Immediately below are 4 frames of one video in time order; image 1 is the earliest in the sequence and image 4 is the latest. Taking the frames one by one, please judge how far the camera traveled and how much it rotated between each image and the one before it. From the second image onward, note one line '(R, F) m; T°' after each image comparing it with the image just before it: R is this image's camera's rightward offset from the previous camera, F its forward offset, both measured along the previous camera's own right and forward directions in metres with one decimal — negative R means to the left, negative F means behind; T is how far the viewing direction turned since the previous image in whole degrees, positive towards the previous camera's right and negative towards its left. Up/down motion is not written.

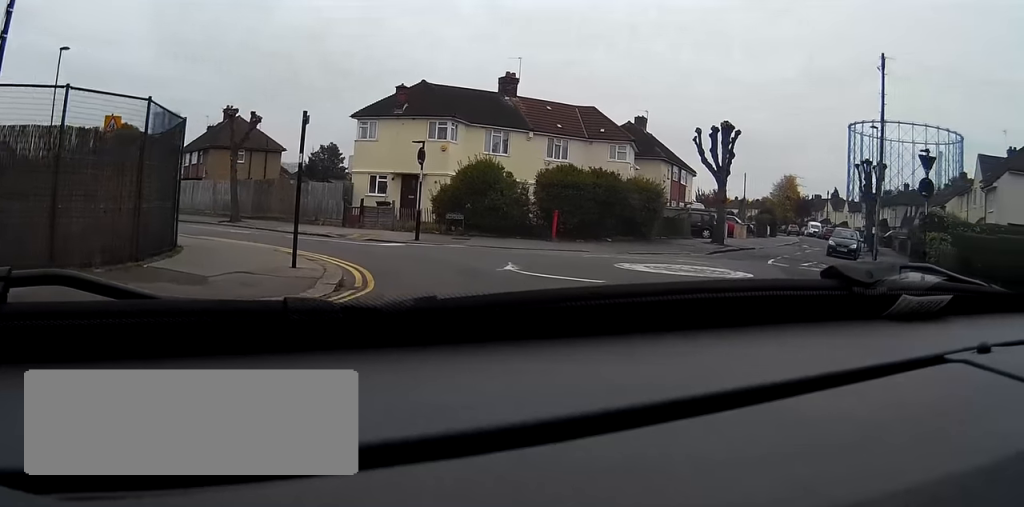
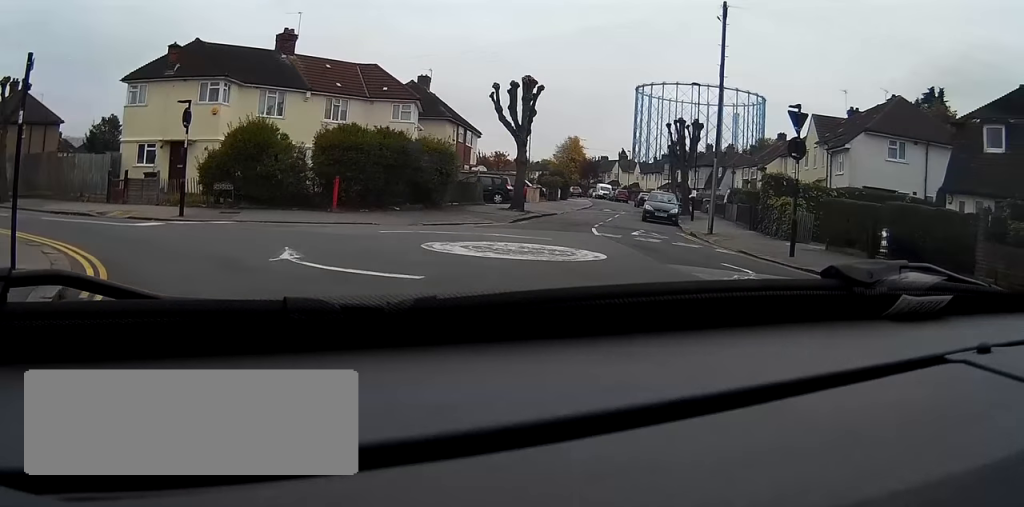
(+0.6, +3.5) m; +17°
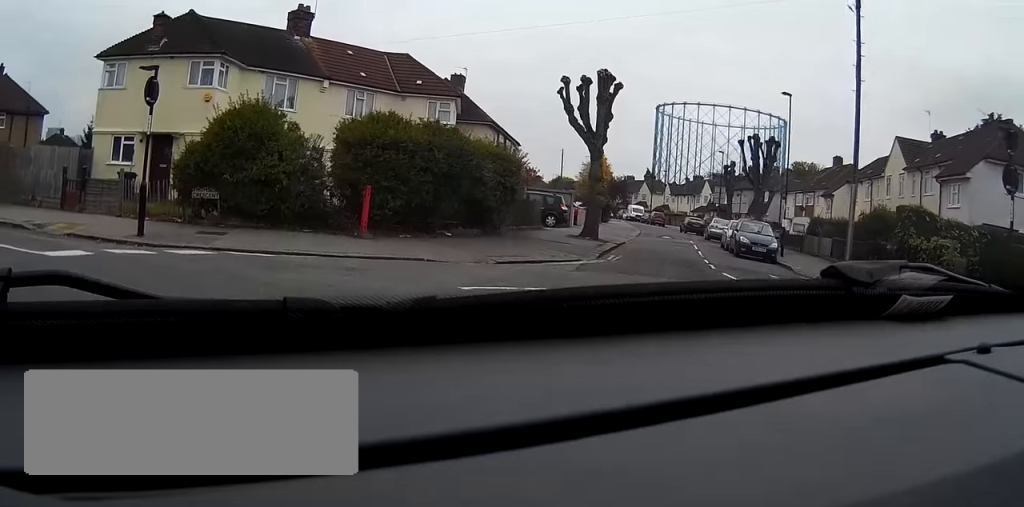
(+0.6, +6.9) m; -6°
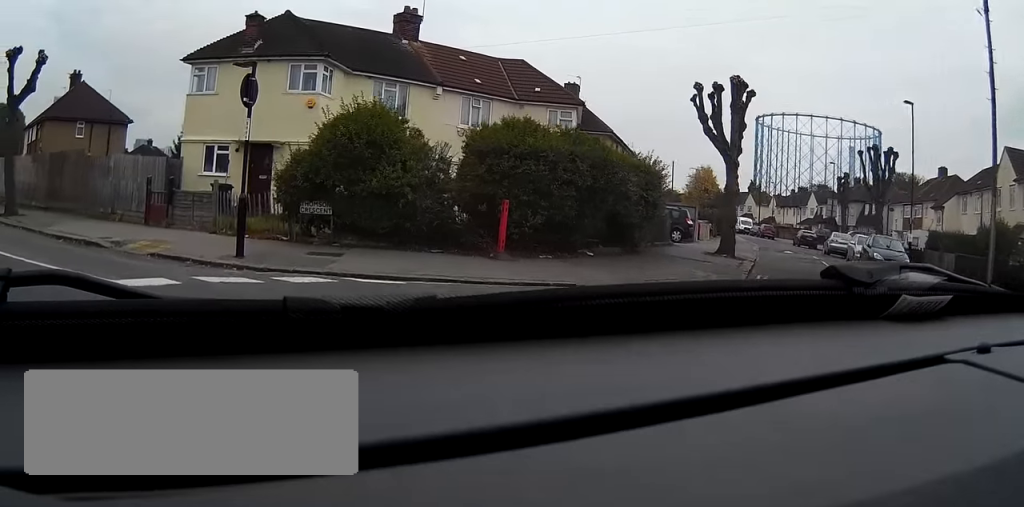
(0.0, +1.7) m; -8°
